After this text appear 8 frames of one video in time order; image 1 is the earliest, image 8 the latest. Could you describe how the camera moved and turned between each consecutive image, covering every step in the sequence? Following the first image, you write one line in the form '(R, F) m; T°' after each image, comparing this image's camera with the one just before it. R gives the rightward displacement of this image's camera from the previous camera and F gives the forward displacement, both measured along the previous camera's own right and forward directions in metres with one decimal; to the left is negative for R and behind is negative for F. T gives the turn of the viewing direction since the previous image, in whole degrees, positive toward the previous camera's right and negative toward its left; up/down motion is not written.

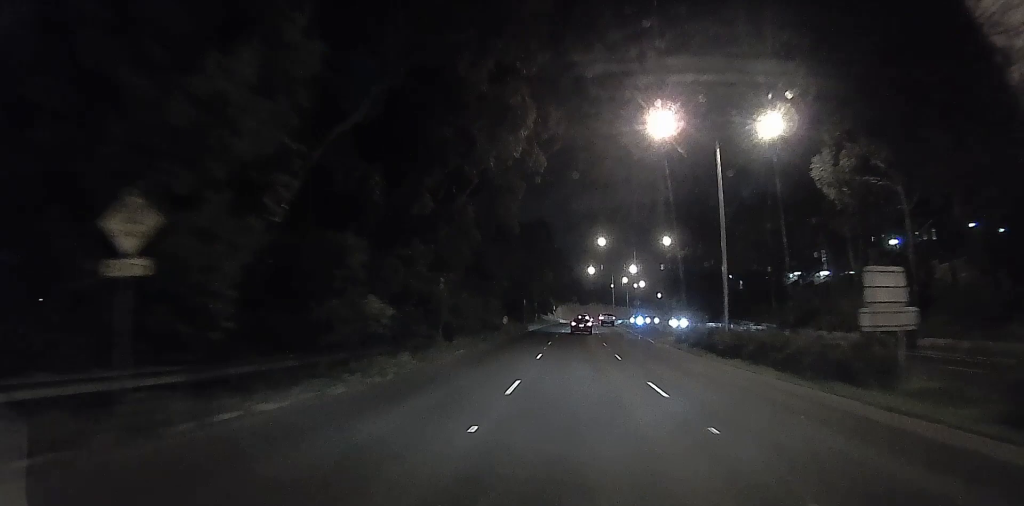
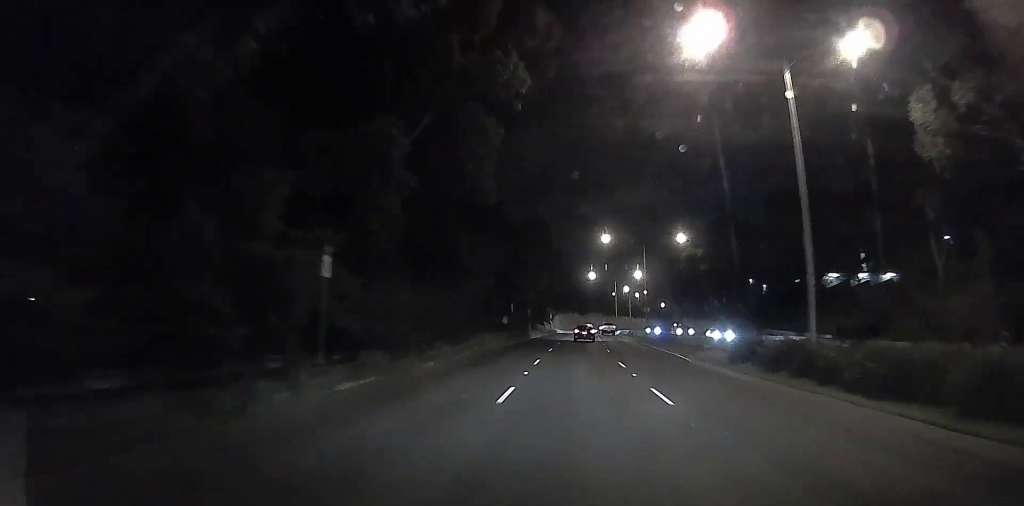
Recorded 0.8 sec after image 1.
(-0.8, +12.9) m; -1°
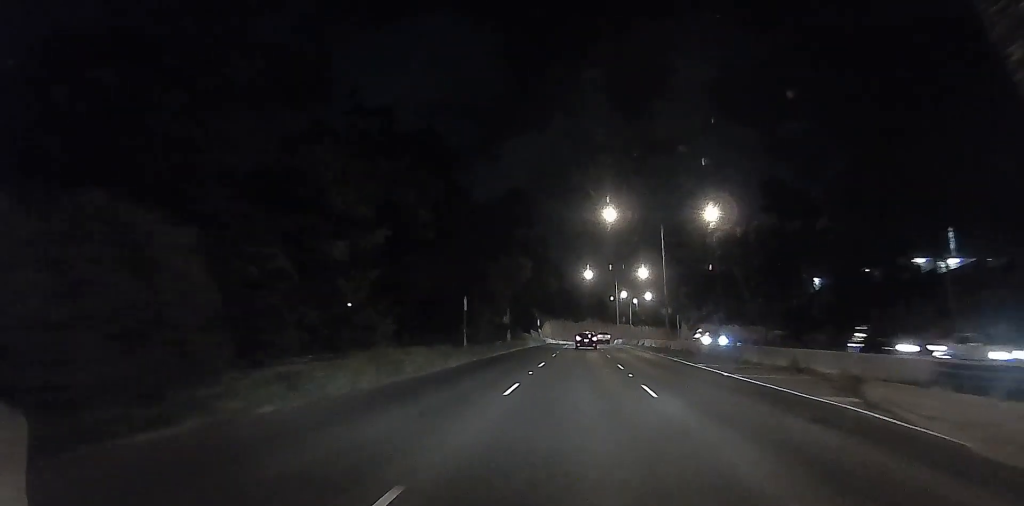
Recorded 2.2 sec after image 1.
(+1.0, +20.6) m; +4°
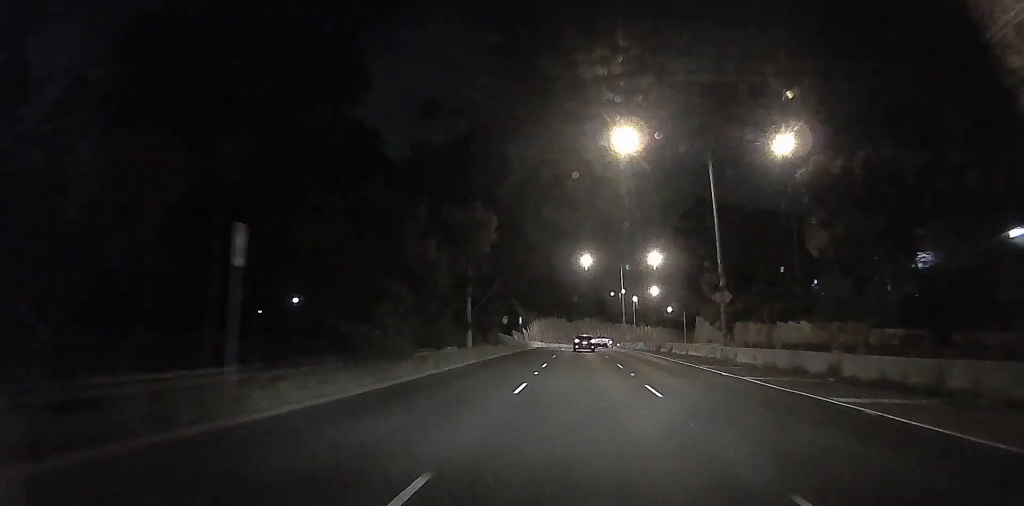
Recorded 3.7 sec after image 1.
(-1.2, +21.2) m; -4°
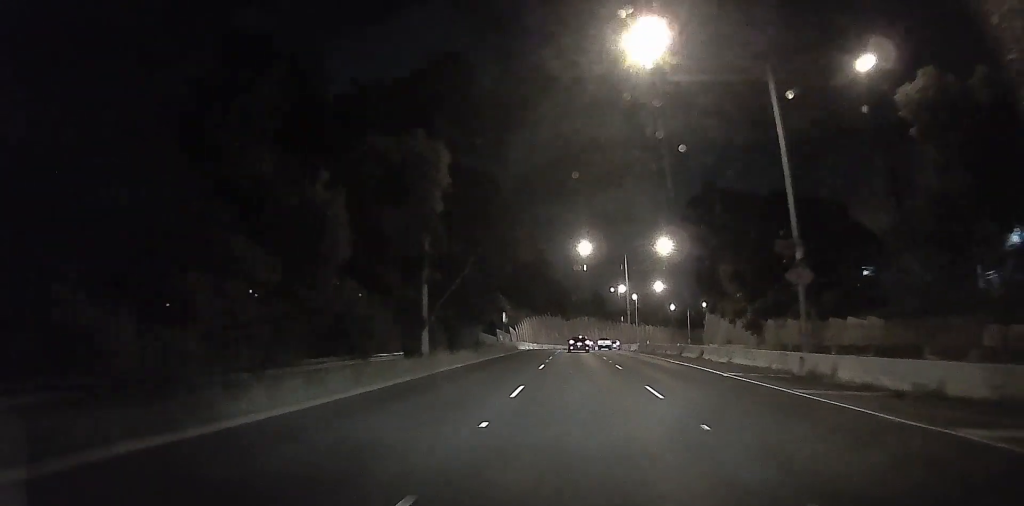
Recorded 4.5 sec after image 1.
(-0.1, +11.0) m; 0°
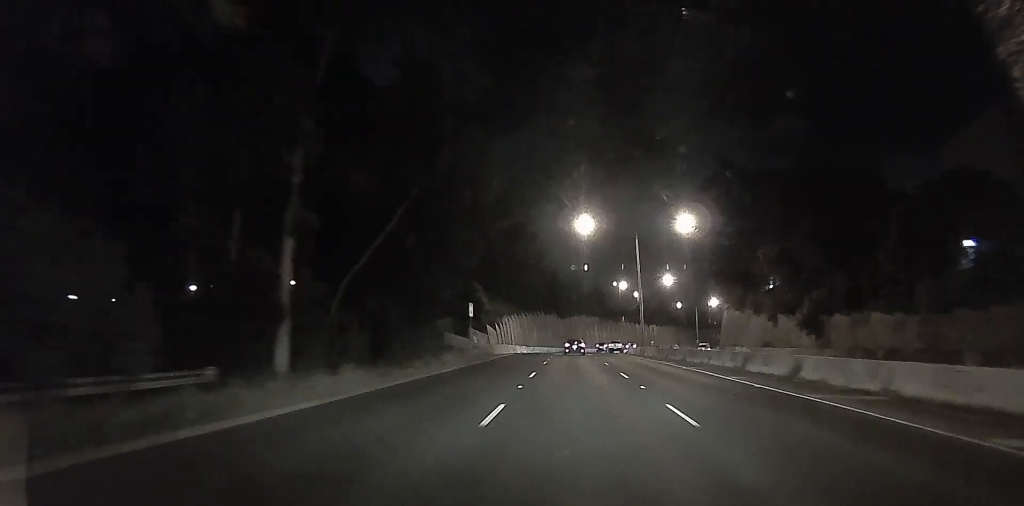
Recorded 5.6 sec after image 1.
(0.0, +13.5) m; +2°
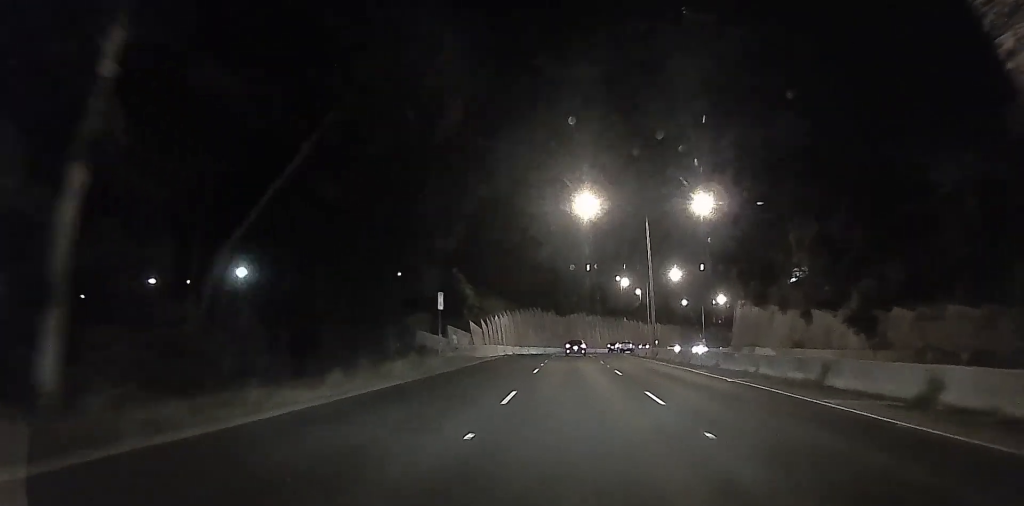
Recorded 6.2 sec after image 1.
(+0.1, +7.3) m; +2°
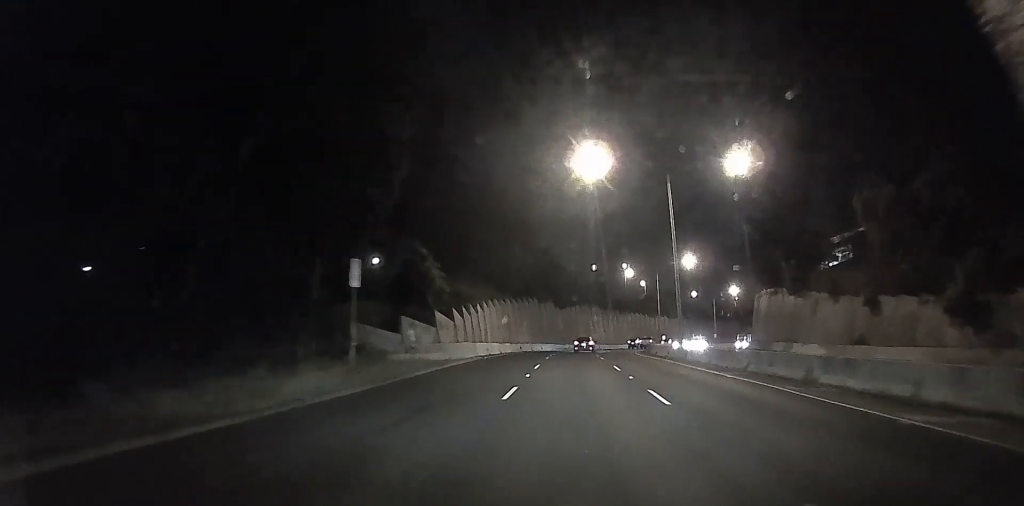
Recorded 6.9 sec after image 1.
(+0.2, +11.2) m; +1°
